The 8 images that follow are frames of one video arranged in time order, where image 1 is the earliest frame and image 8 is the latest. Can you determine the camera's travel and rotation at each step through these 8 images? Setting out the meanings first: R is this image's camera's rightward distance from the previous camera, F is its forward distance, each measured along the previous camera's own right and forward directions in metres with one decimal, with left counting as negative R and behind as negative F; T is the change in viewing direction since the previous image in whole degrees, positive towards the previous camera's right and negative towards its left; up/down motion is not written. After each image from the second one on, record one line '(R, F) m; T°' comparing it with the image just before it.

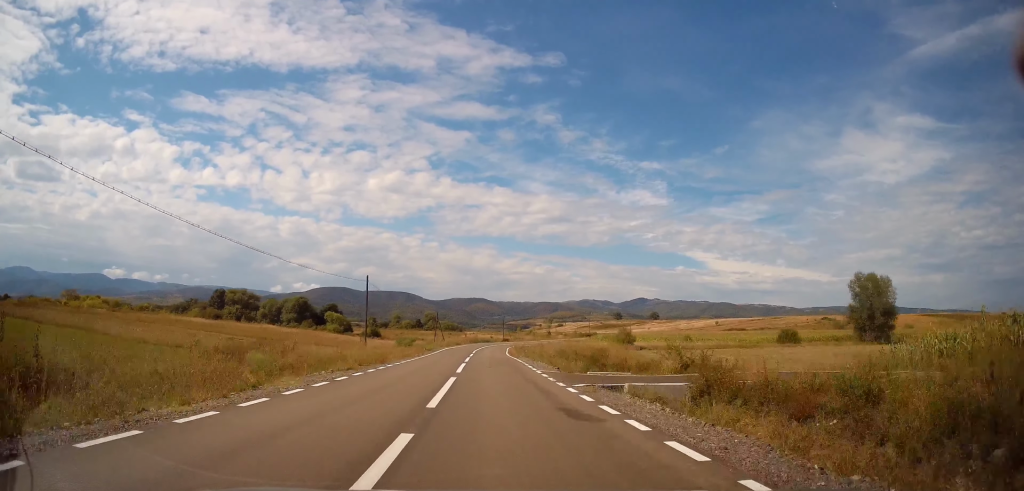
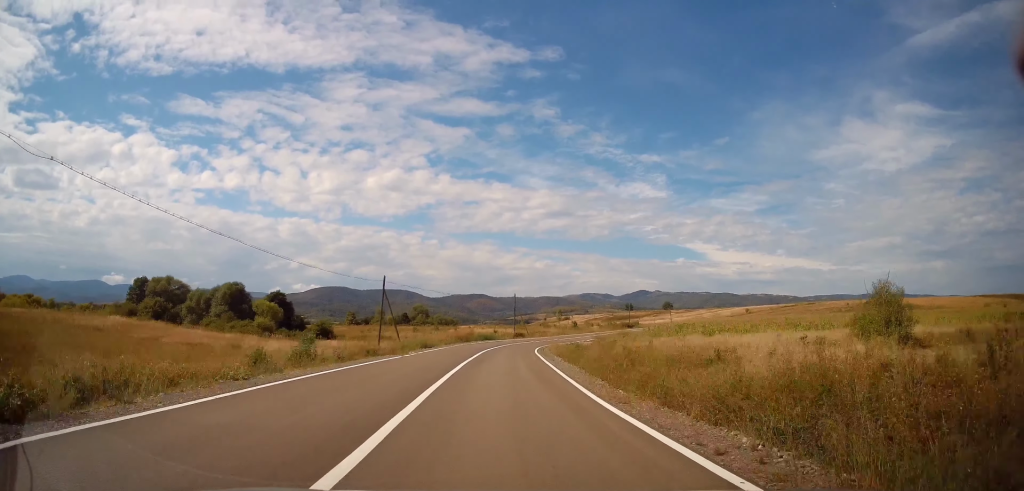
(+0.1, +49.5) m; +1°
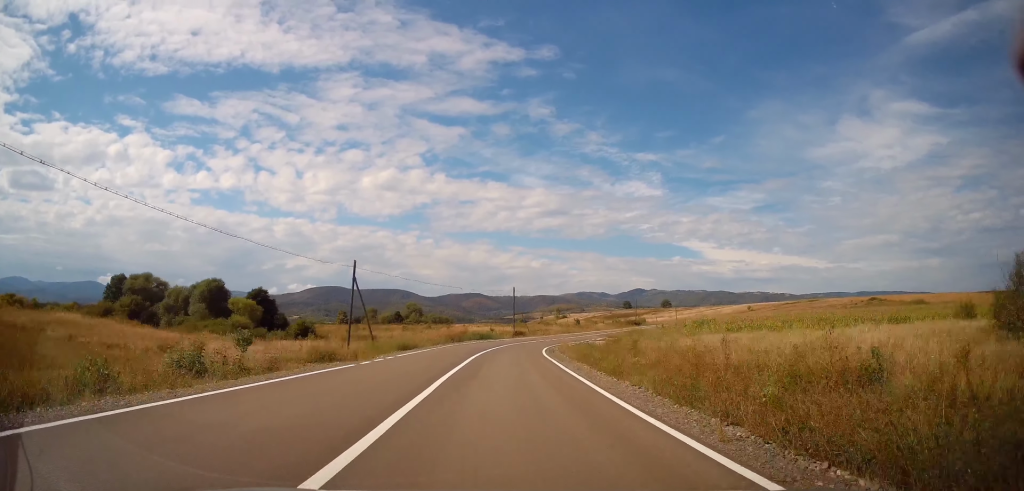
(-0.2, +8.9) m; 0°
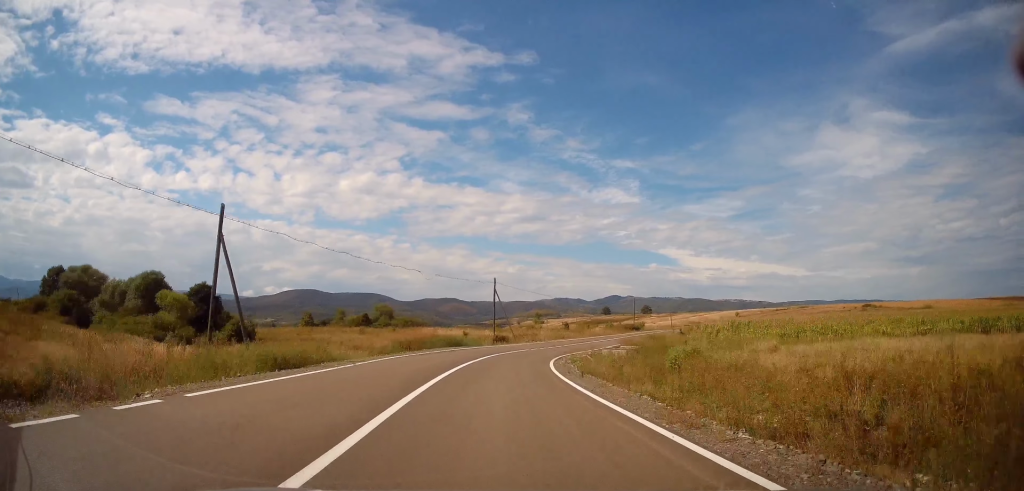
(+0.3, +16.6) m; +1°
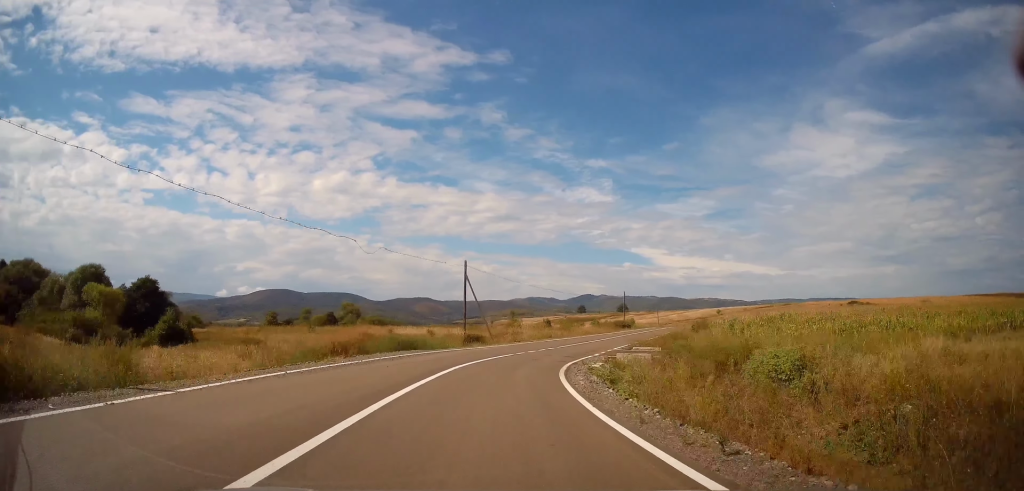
(+0.1, +12.0) m; +3°
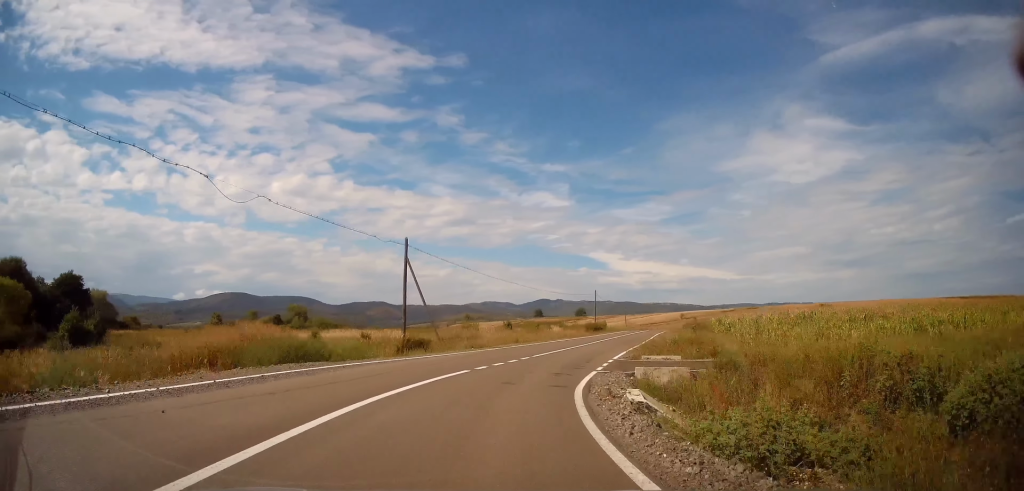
(-0.4, +11.2) m; +4°
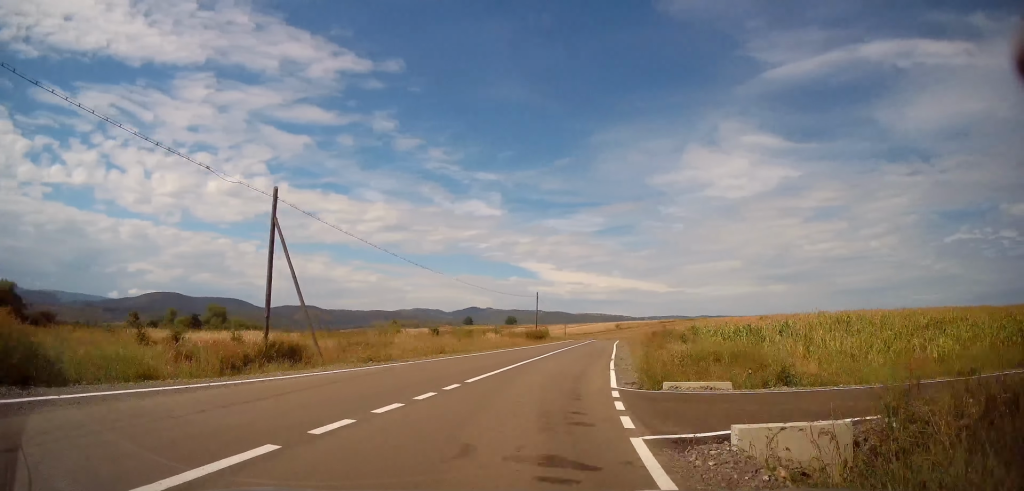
(+1.4, +11.5) m; +7°
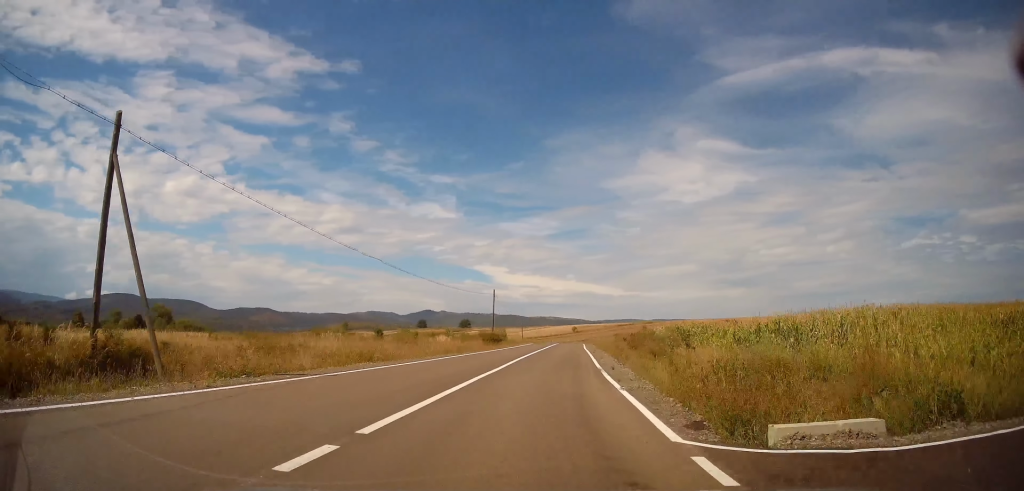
(+0.2, +7.5) m; +4°
